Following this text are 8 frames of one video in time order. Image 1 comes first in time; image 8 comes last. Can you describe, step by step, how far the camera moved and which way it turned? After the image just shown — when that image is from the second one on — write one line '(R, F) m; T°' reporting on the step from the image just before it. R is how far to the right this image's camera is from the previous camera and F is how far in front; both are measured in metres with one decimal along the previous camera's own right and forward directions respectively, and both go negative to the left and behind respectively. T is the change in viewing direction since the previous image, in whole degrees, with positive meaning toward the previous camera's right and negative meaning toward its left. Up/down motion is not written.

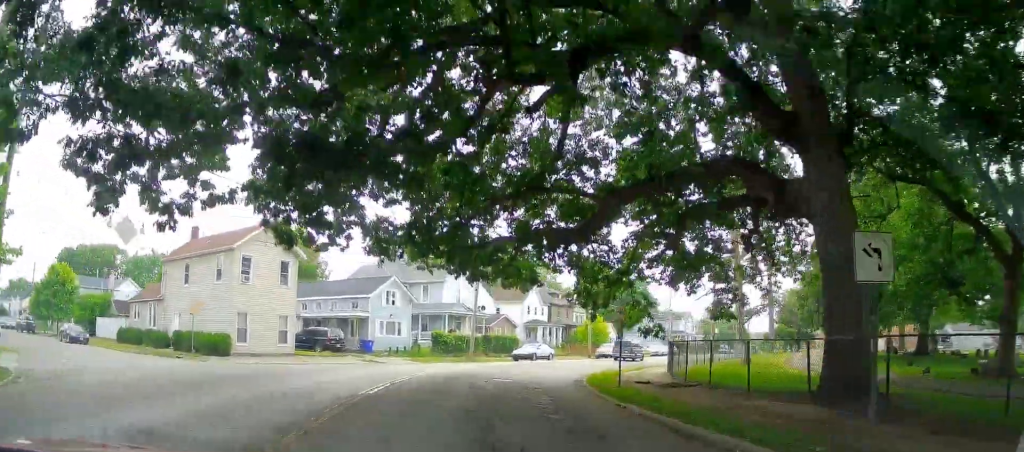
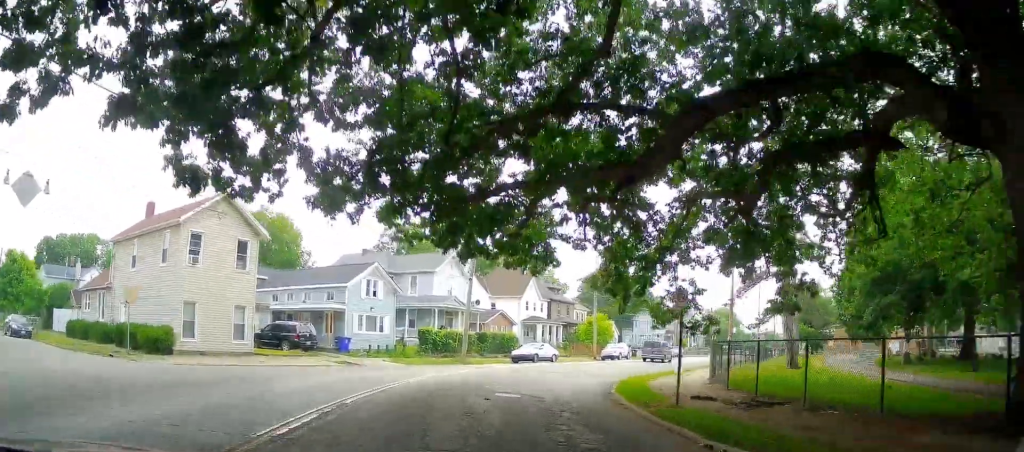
(0.0, +6.3) m; +1°
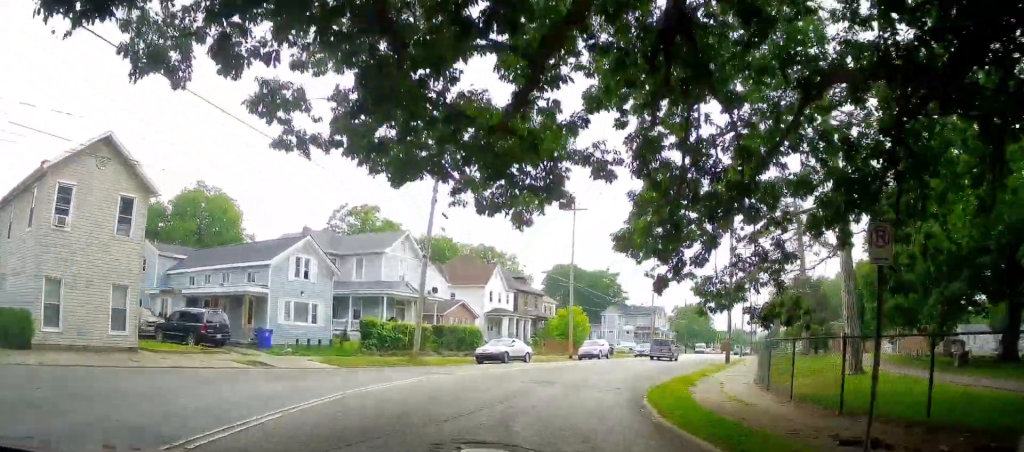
(0.0, +8.3) m; +3°
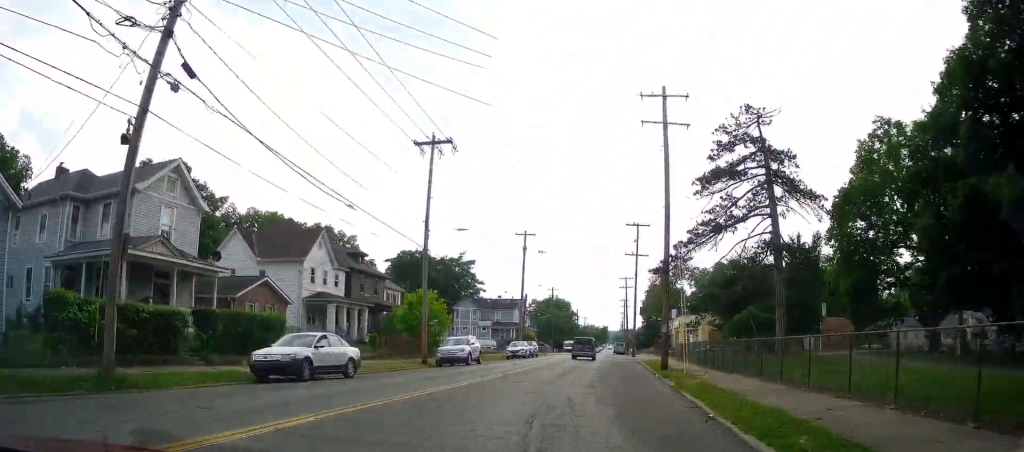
(+1.4, +17.5) m; +8°
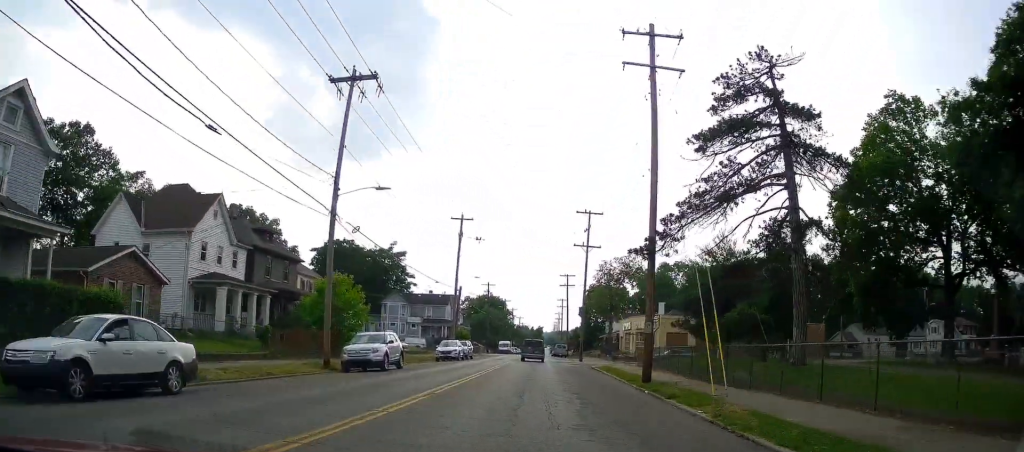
(+0.2, +8.8) m; +4°
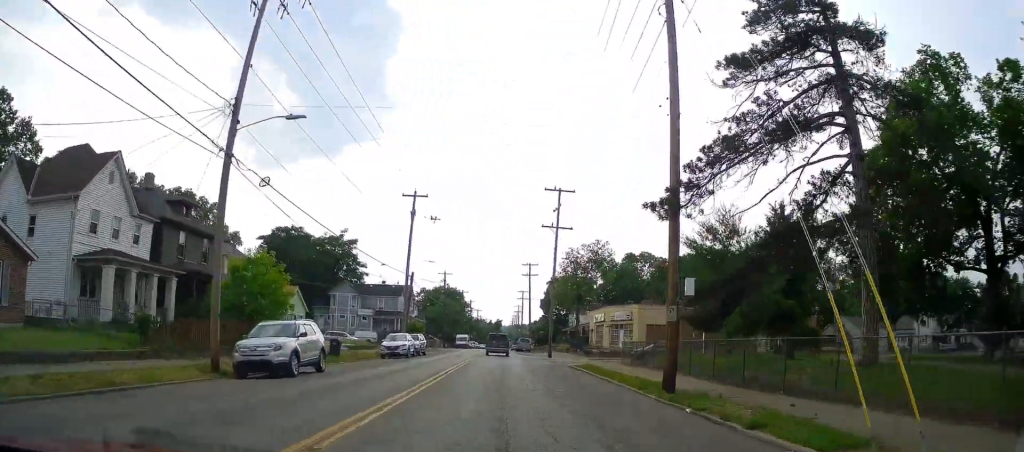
(+0.3, +8.0) m; +7°
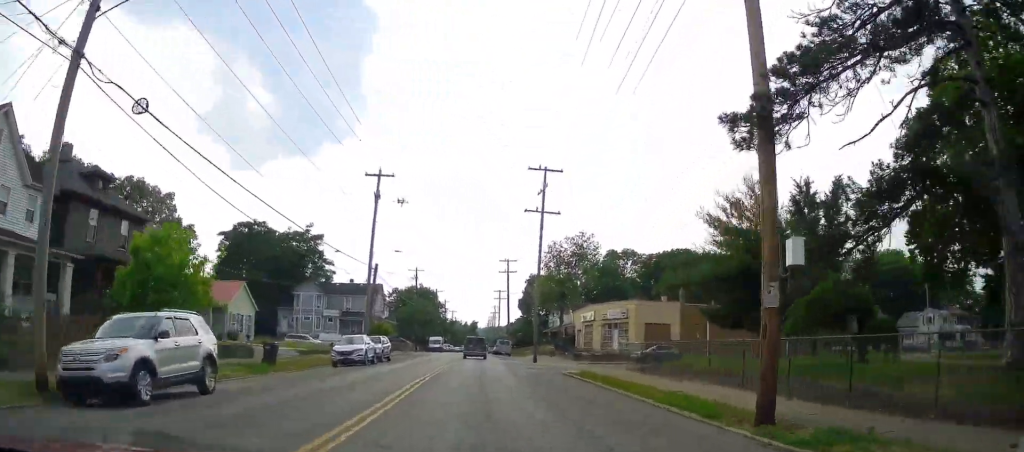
(+0.4, +7.4) m; +5°
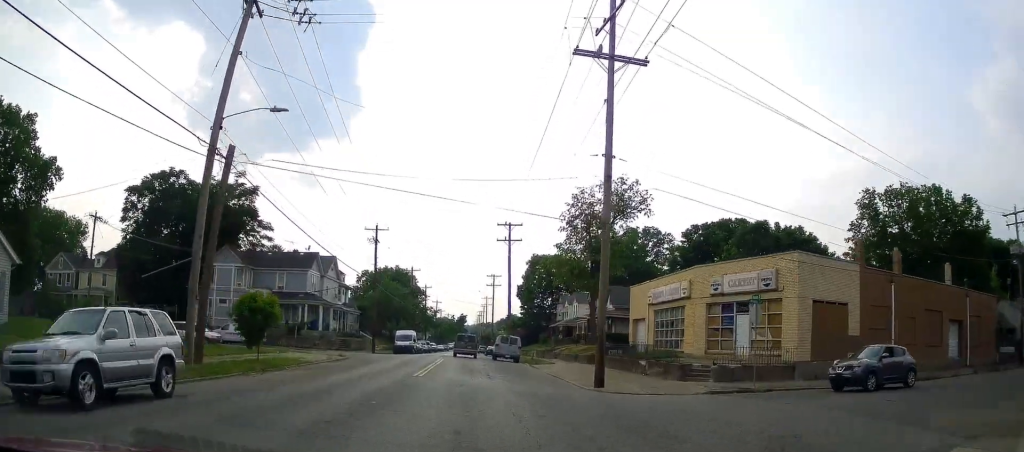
(+2.6, +28.0) m; +6°
